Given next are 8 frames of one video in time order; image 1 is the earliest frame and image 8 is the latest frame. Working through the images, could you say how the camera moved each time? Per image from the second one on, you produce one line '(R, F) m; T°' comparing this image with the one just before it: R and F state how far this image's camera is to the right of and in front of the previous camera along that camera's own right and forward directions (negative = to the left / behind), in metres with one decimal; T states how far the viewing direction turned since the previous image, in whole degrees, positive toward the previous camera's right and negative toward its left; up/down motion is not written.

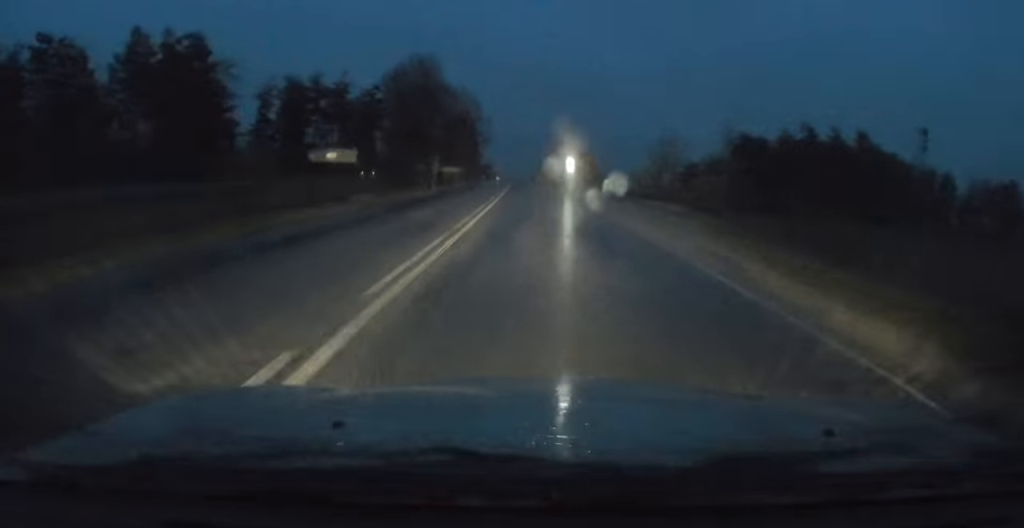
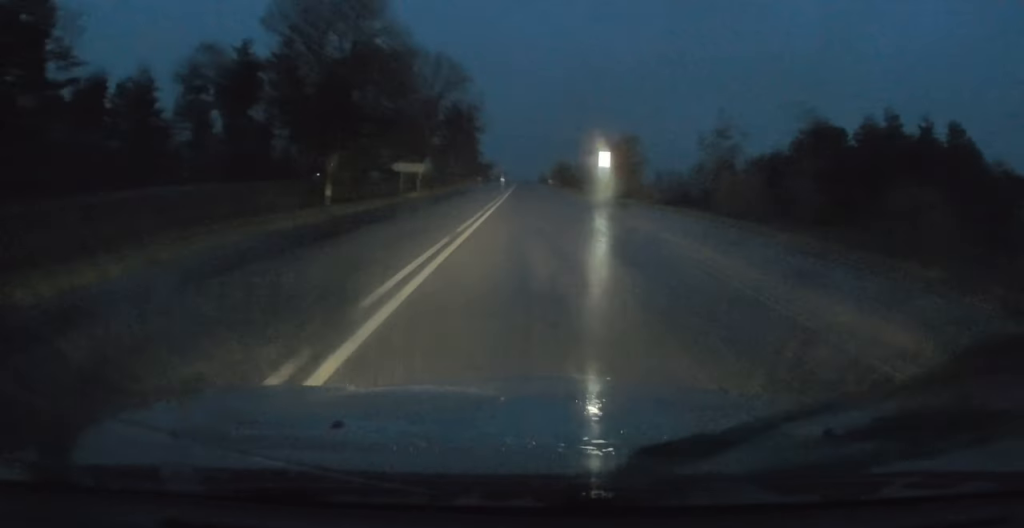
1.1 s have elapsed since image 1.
(-0.1, +24.4) m; 0°
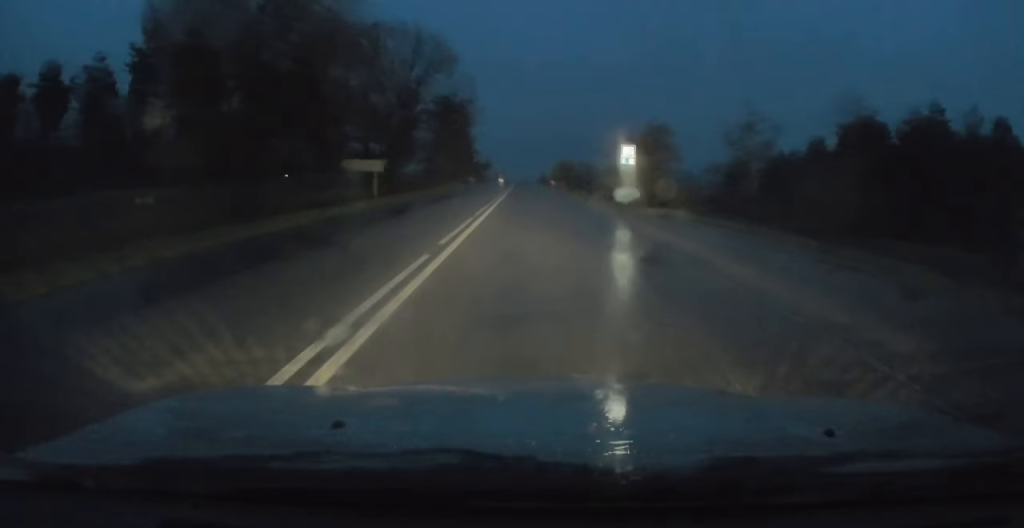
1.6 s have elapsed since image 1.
(0.0, +10.1) m; 0°
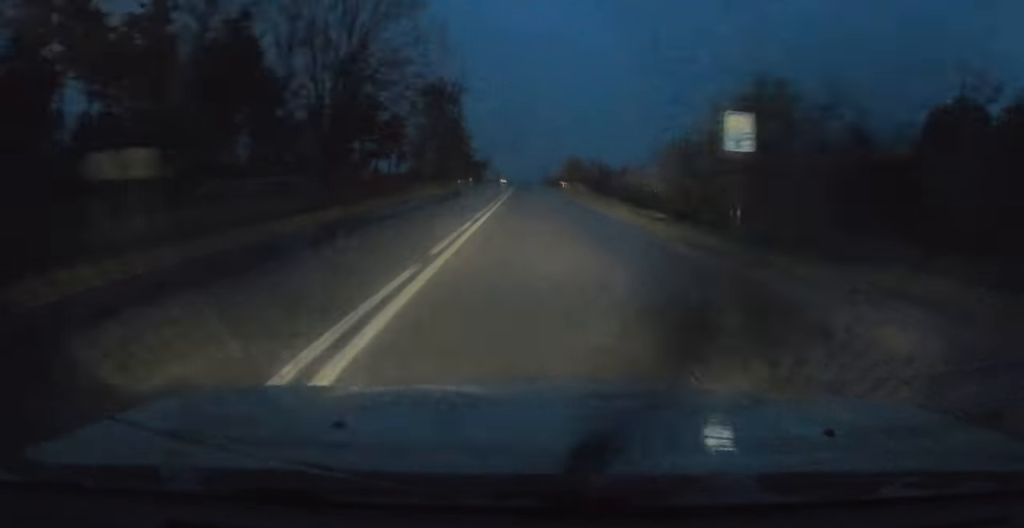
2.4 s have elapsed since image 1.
(-0.1, +16.8) m; -1°
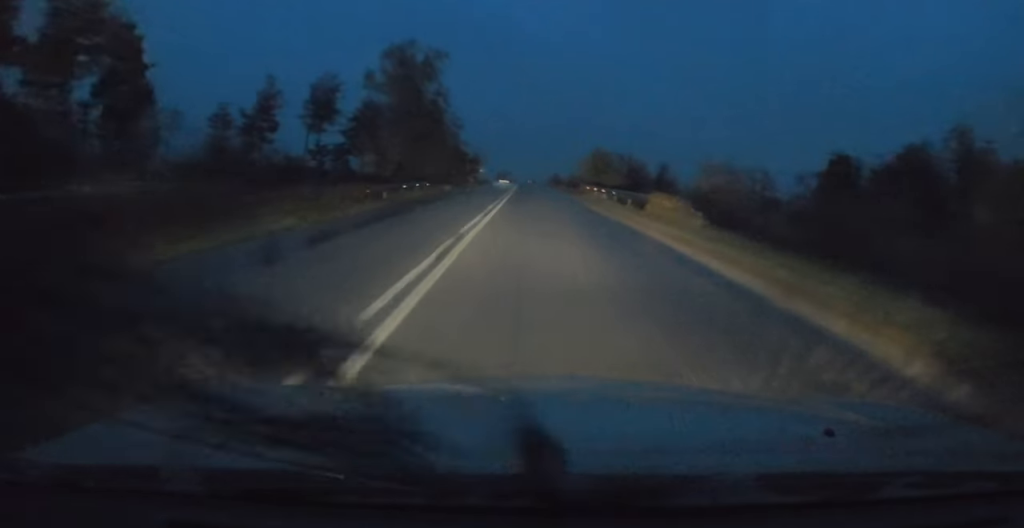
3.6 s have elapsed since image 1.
(-0.2, +28.1) m; -1°
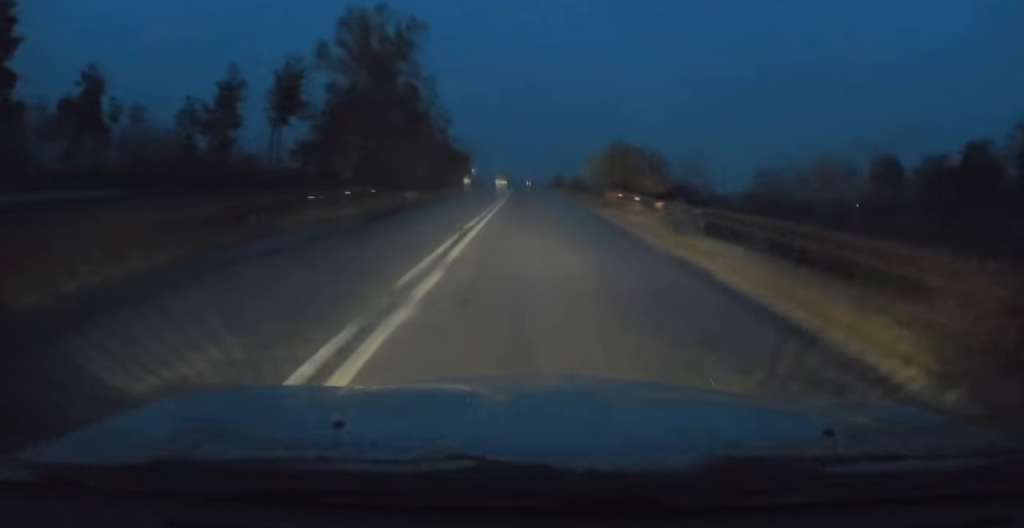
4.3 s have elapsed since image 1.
(-0.1, +14.2) m; 0°
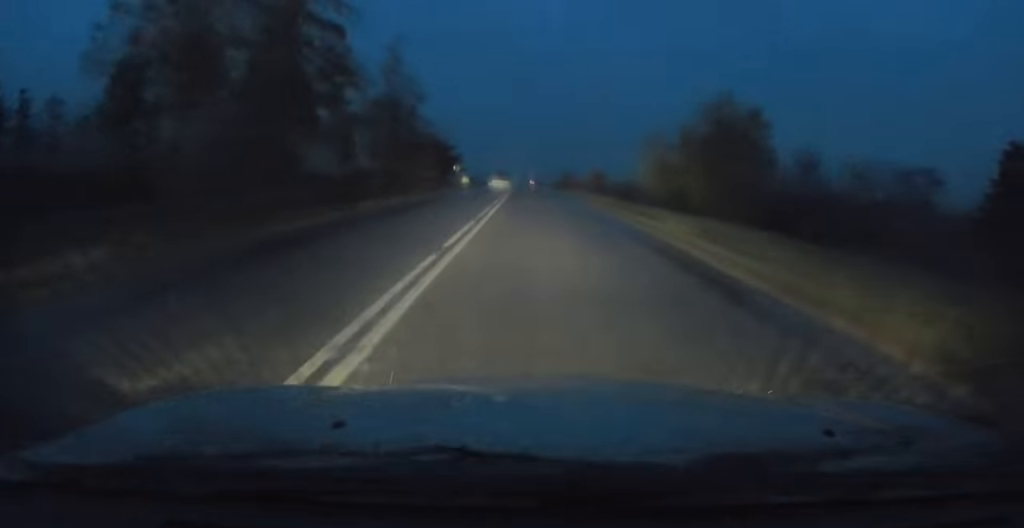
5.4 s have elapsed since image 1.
(+0.2, +26.5) m; +1°
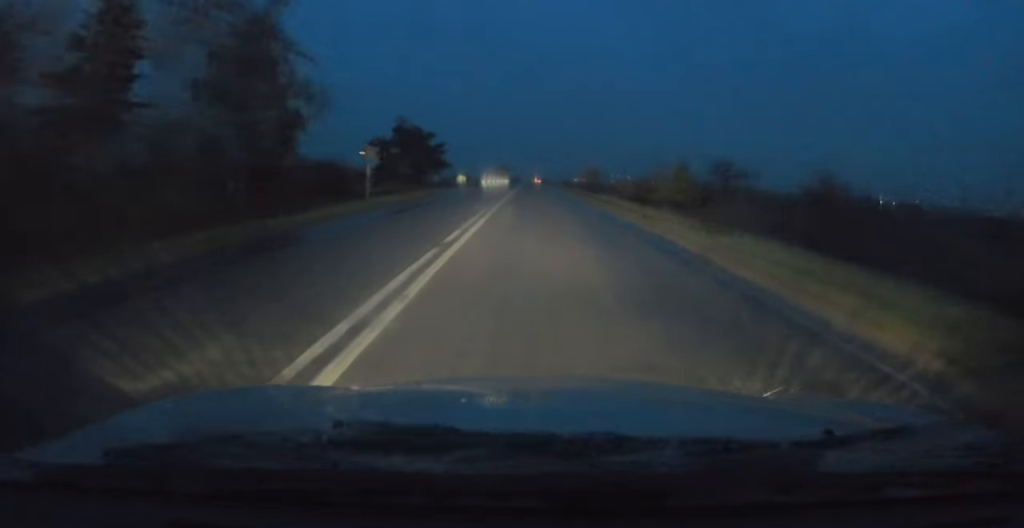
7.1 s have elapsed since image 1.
(-0.4, +39.0) m; -1°
